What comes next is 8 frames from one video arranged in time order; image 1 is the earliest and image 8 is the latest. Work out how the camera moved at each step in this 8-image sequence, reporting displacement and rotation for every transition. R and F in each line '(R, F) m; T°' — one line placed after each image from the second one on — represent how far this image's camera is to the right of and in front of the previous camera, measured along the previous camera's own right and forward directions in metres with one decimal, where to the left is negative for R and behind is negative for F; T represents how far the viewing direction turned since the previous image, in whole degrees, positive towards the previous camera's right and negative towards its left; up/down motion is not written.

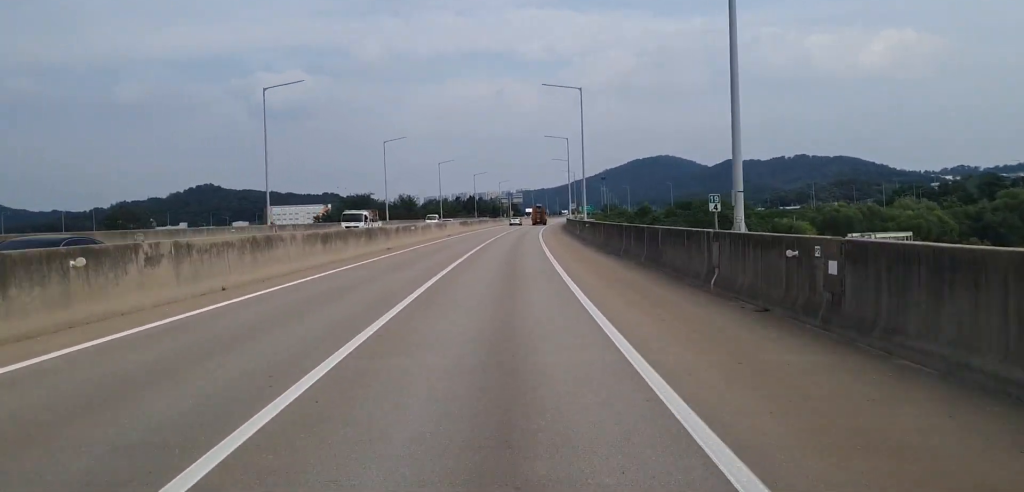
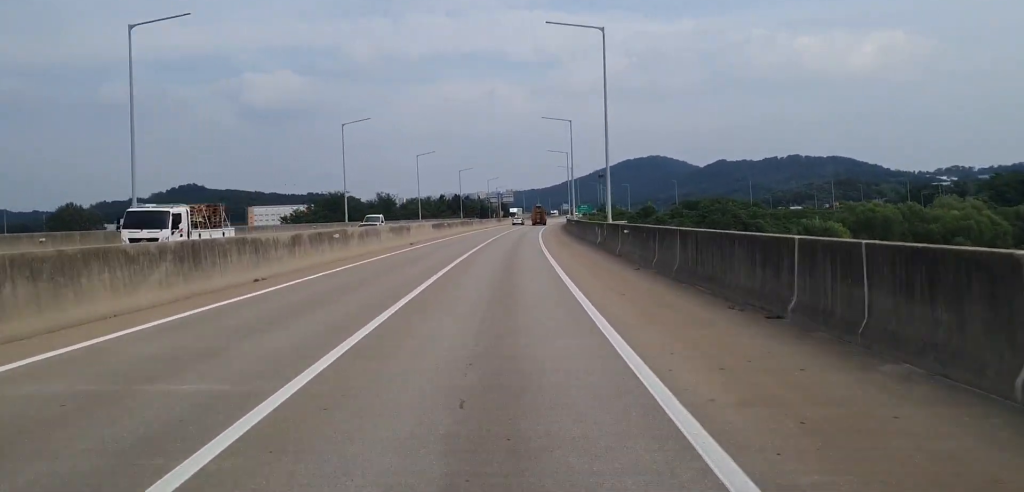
(+0.2, +21.3) m; 0°
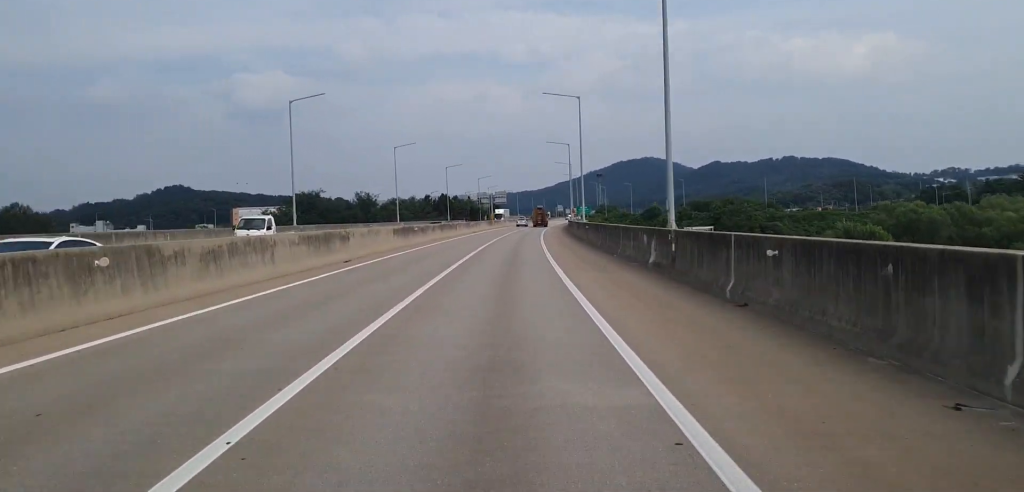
(-0.1, +16.0) m; 0°
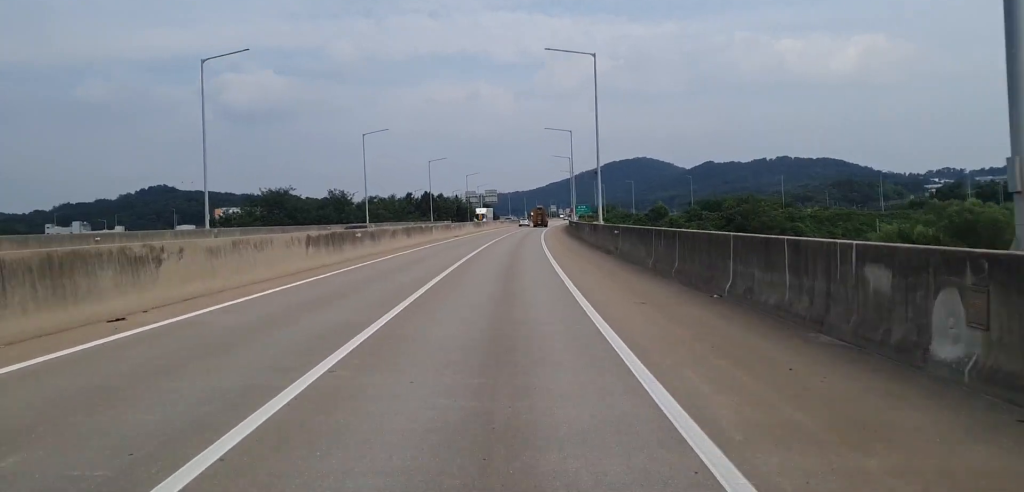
(0.0, +16.0) m; 0°
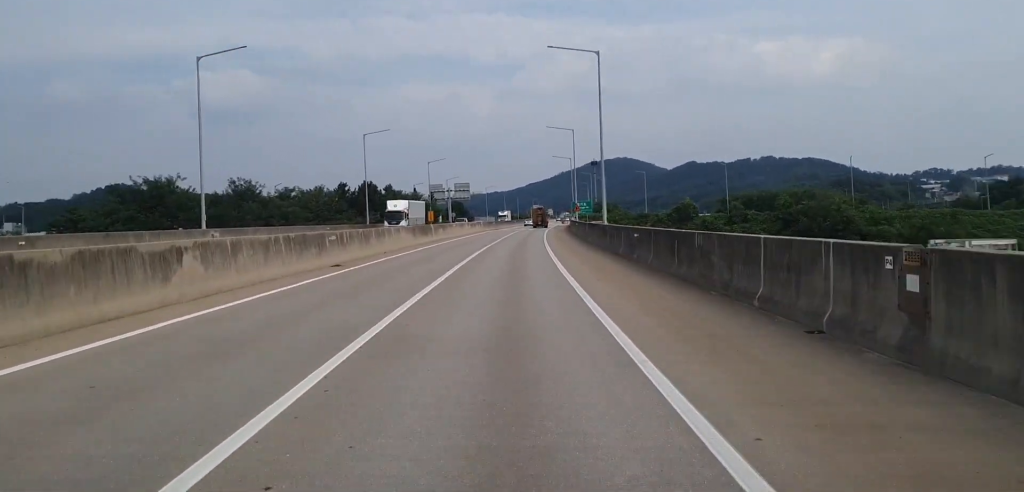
(+0.8, +42.0) m; +2°
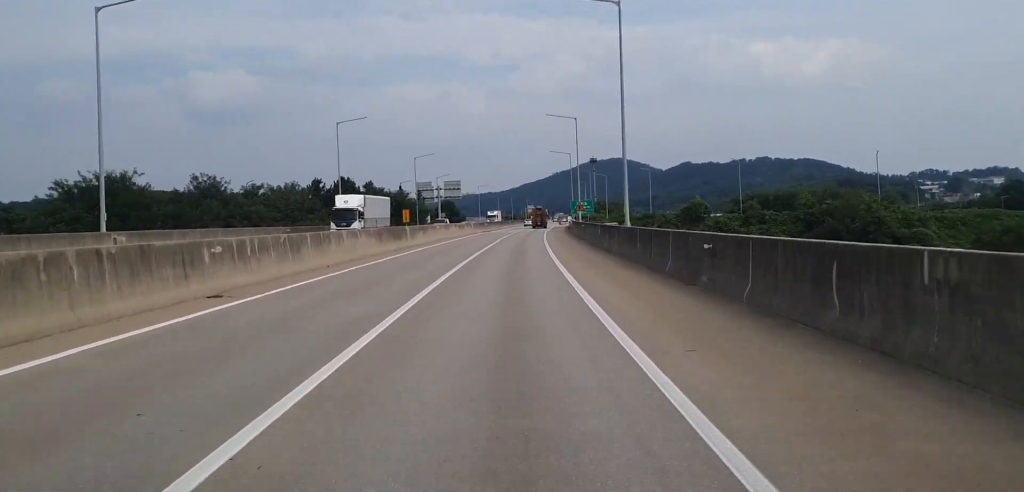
(+0.1, +11.0) m; 0°
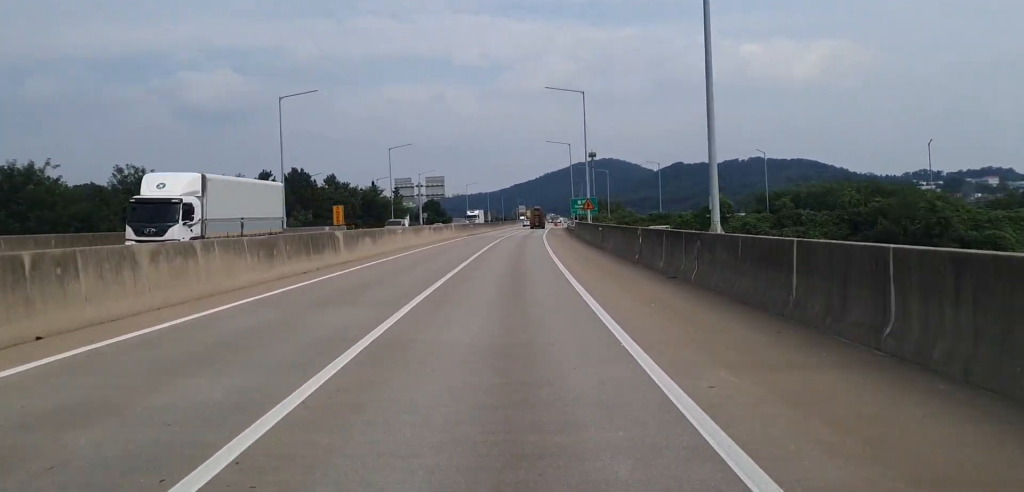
(+0.1, +17.0) m; +1°
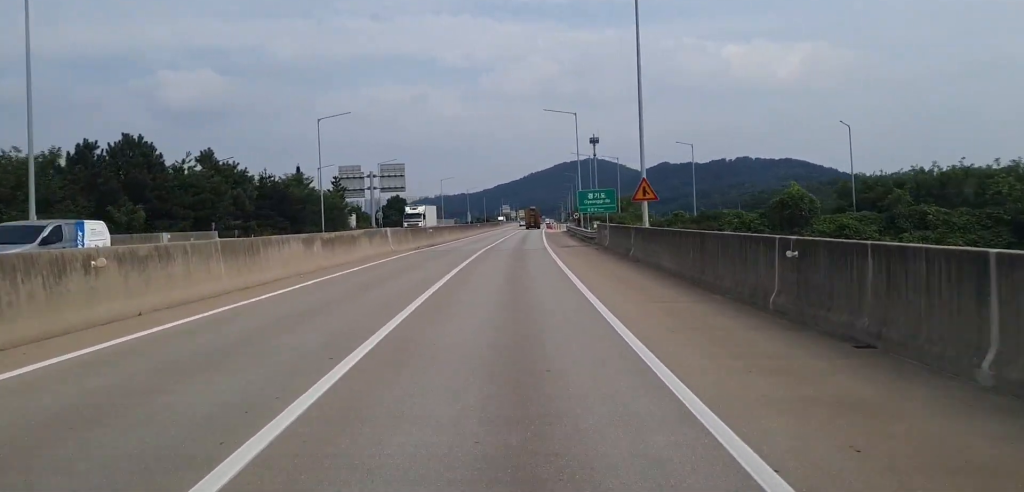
(+0.2, +32.3) m; +1°
